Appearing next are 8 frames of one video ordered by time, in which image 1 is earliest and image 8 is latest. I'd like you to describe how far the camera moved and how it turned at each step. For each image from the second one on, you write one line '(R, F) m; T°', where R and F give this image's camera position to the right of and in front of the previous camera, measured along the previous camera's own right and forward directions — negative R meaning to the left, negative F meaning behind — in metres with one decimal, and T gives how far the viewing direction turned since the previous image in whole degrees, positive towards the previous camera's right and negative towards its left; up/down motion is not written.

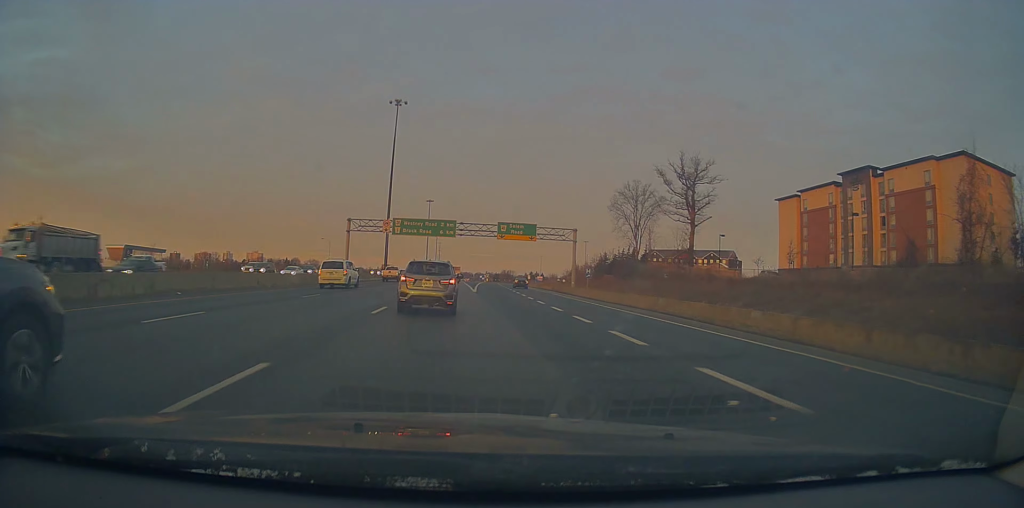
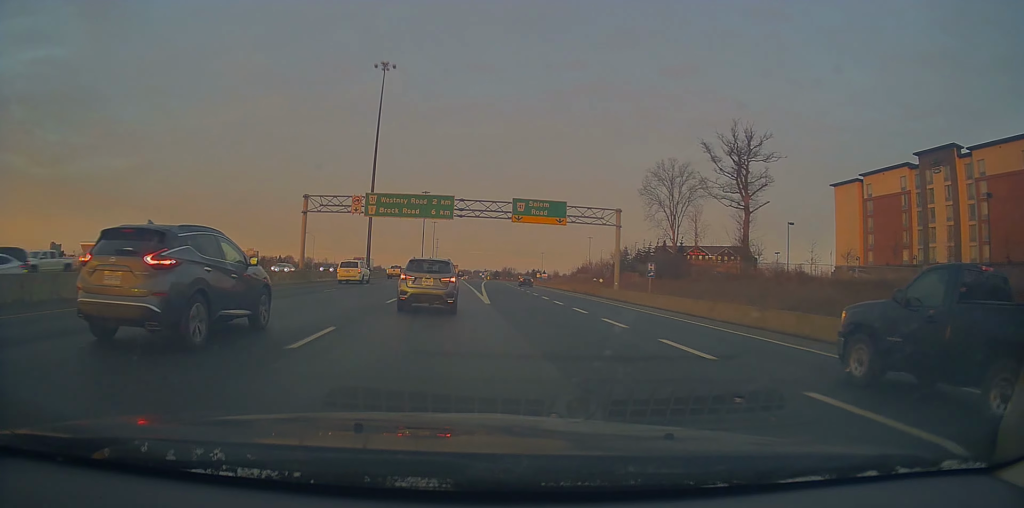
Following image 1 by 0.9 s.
(0.0, +20.1) m; 0°
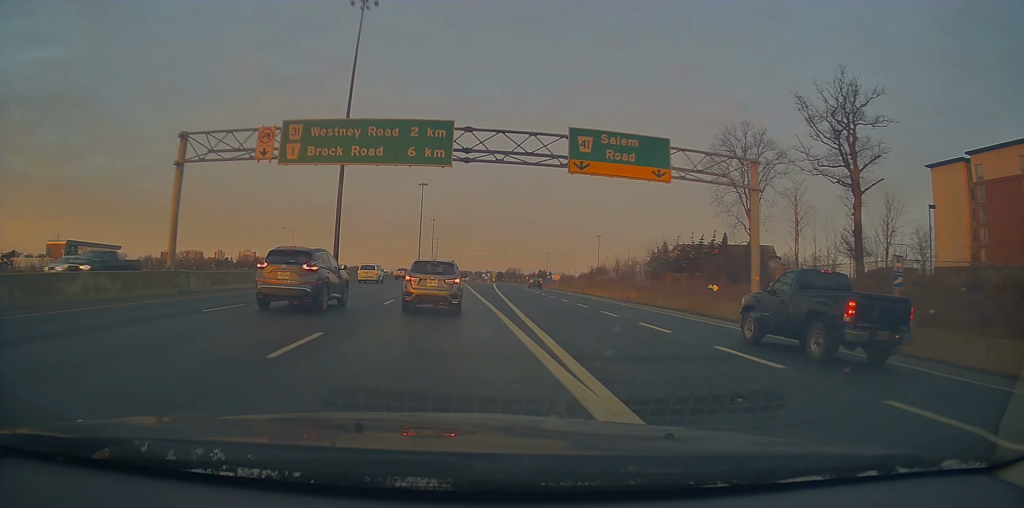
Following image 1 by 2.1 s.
(0.0, +25.2) m; 0°
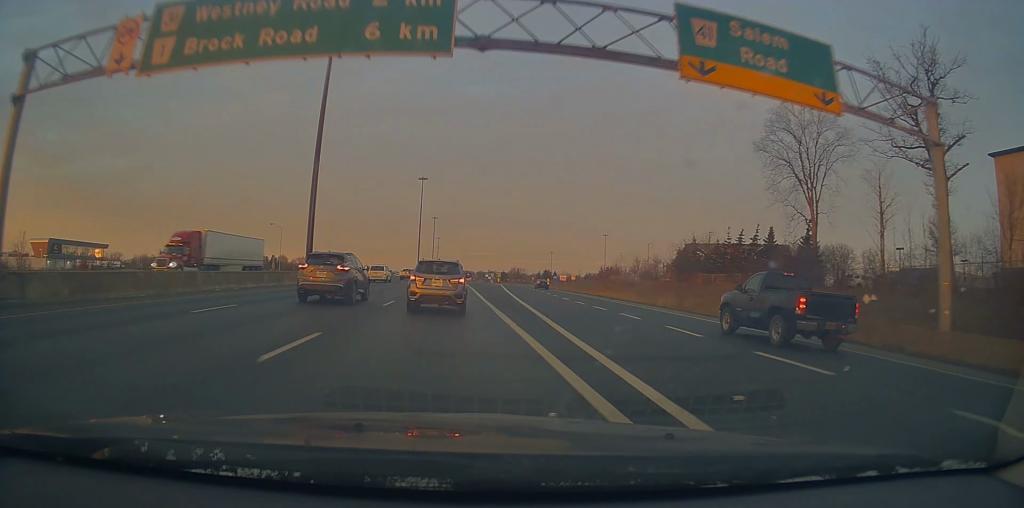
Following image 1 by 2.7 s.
(0.0, +13.0) m; 0°
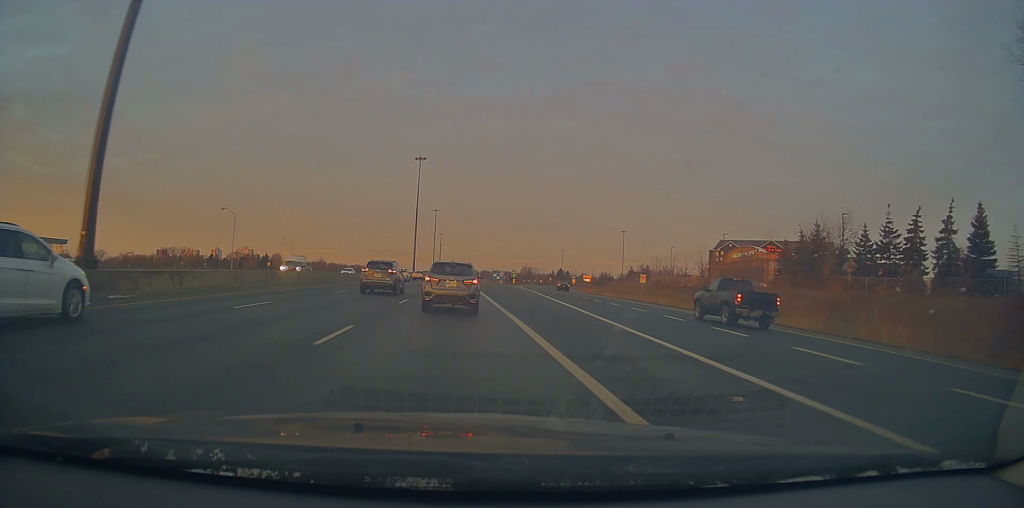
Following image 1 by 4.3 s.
(-0.6, +35.3) m; -1°
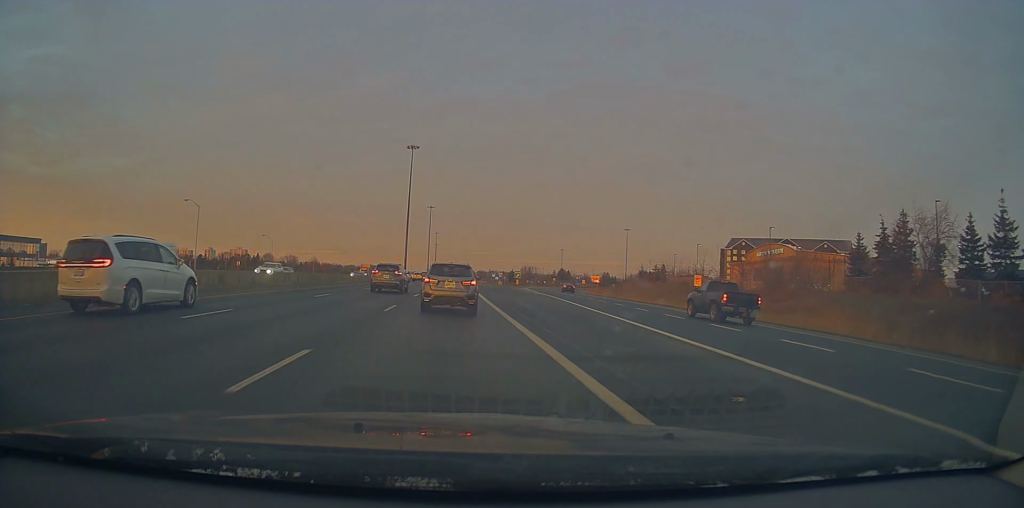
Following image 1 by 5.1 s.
(+0.3, +15.7) m; +1°
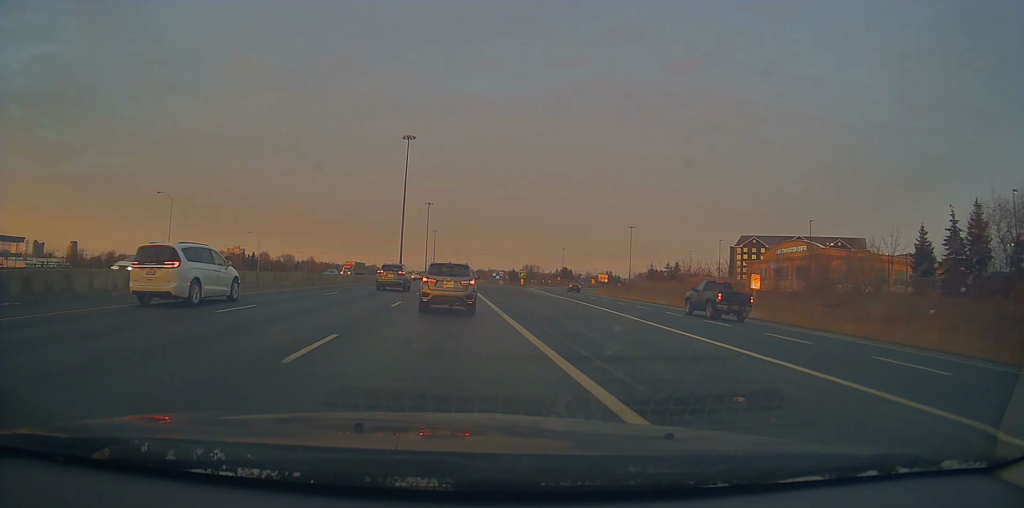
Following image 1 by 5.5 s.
(+0.3, +10.0) m; +1°
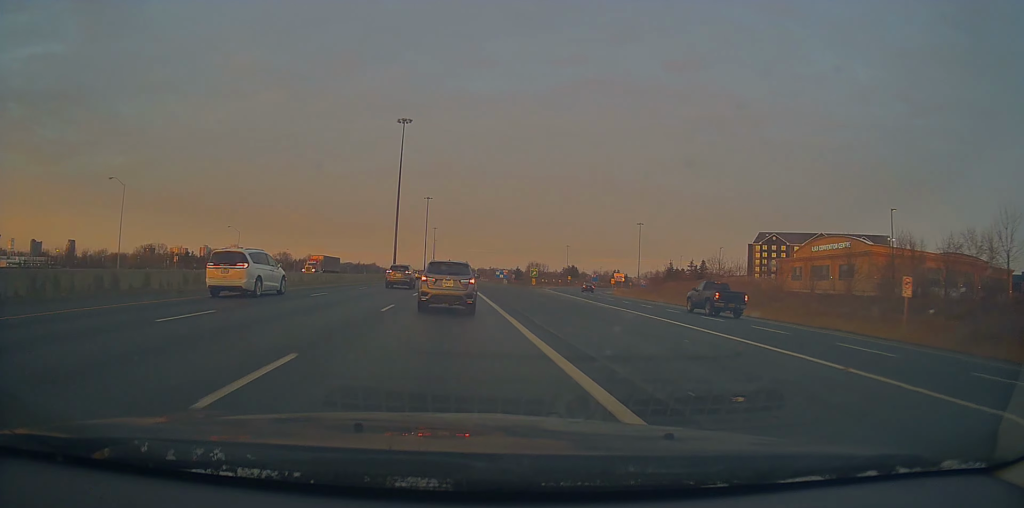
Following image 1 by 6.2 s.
(-0.2, +15.1) m; -2°
